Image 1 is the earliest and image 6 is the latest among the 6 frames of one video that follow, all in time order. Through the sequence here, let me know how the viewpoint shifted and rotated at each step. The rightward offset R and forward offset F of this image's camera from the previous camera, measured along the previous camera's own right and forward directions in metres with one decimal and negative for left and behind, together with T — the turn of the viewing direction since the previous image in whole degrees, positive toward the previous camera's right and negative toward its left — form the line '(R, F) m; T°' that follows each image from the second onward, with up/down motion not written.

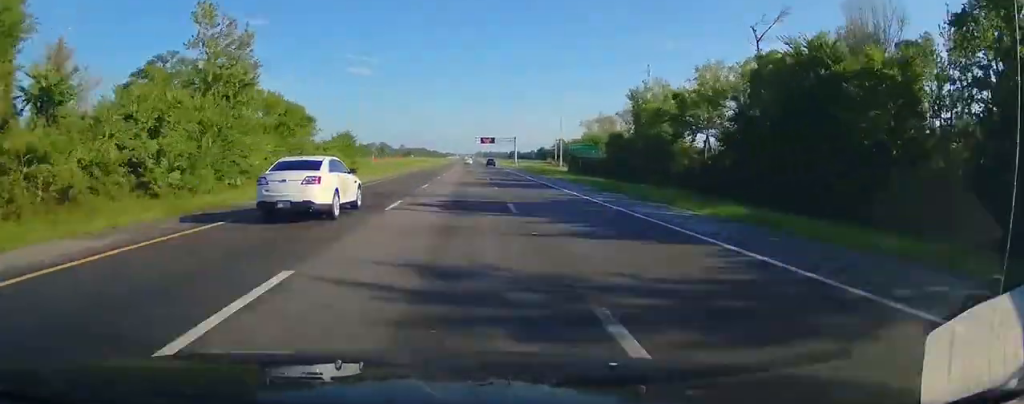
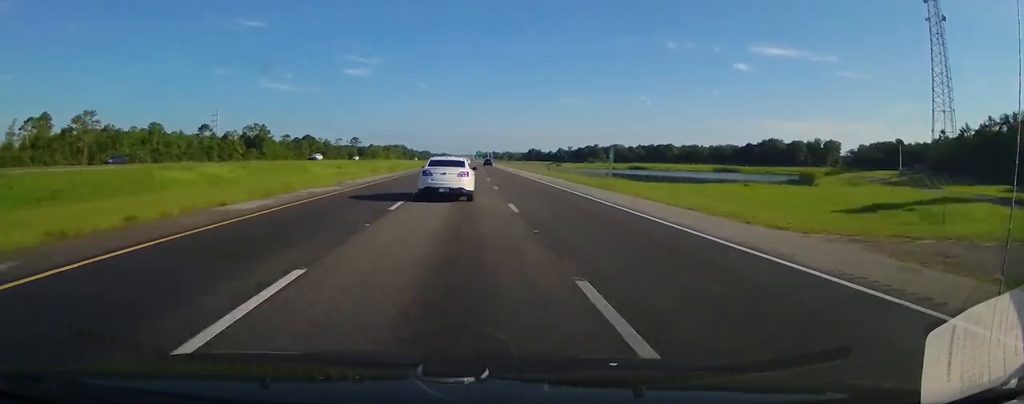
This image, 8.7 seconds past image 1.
(-1.0, +304.1) m; 0°
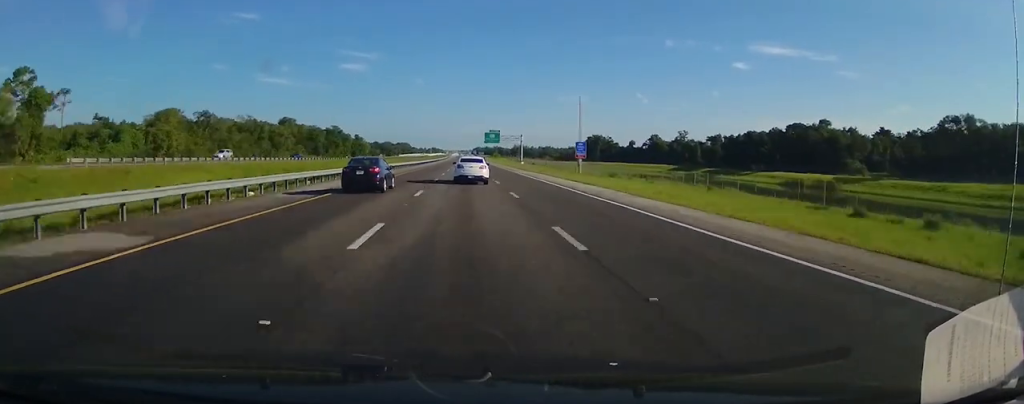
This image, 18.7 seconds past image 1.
(+1.0, +350.3) m; 0°
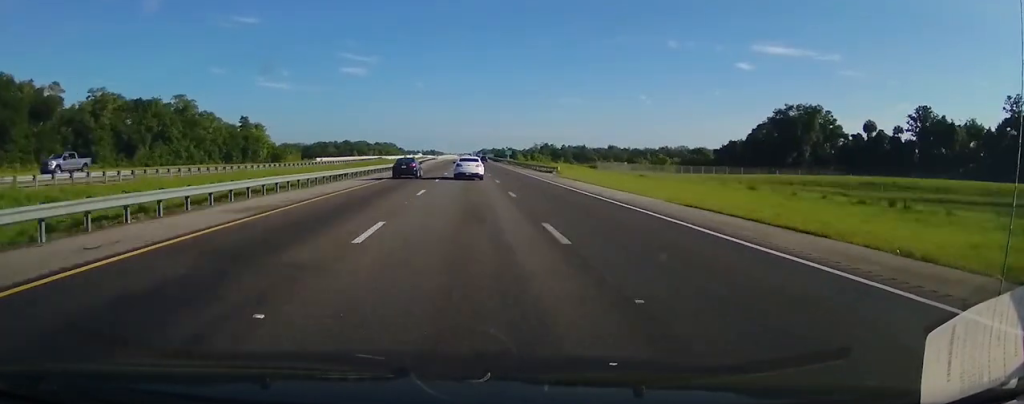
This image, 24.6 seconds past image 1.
(-1.1, +206.3) m; 0°
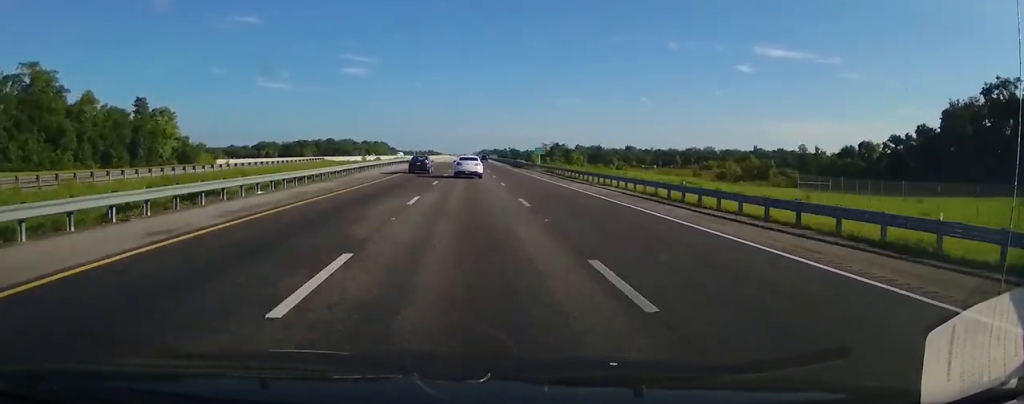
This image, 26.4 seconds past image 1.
(-0.3, +65.7) m; 0°
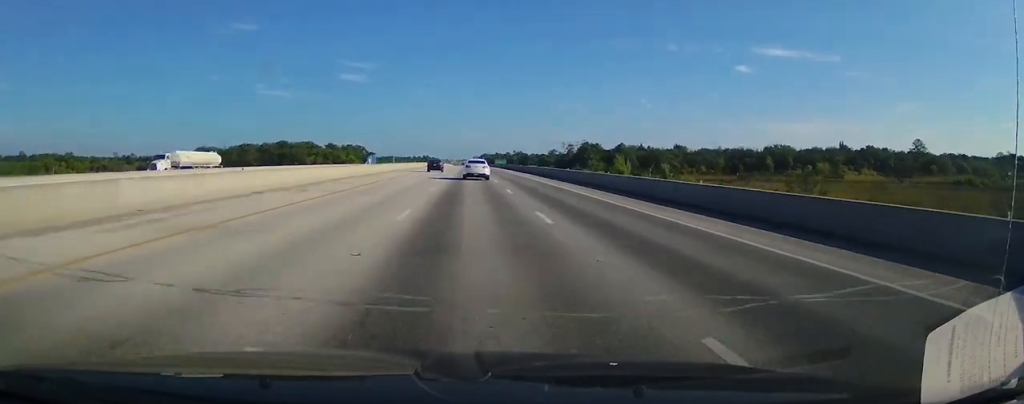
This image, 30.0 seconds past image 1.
(+1.0, +126.9) m; 0°
